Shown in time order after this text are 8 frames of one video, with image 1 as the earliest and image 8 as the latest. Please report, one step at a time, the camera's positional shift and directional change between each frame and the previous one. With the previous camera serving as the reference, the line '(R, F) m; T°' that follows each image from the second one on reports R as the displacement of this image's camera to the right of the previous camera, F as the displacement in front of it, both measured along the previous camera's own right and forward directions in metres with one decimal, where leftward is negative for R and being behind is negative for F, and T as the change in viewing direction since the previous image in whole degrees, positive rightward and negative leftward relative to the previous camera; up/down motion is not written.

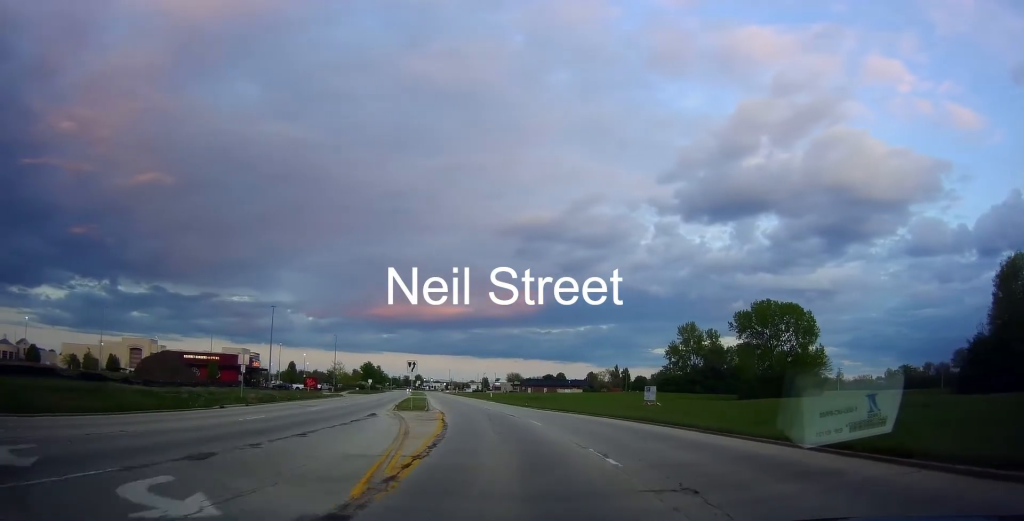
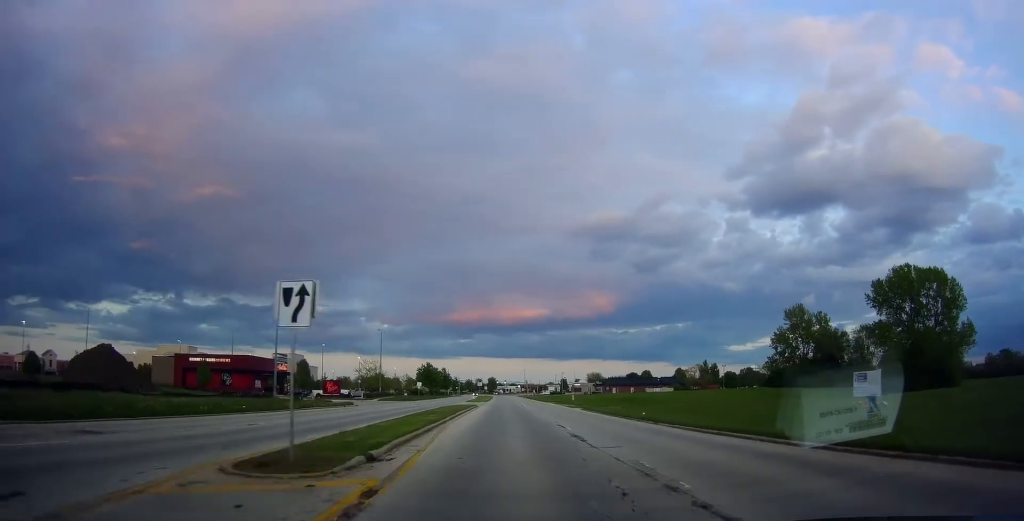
(-1.2, +27.1) m; -6°
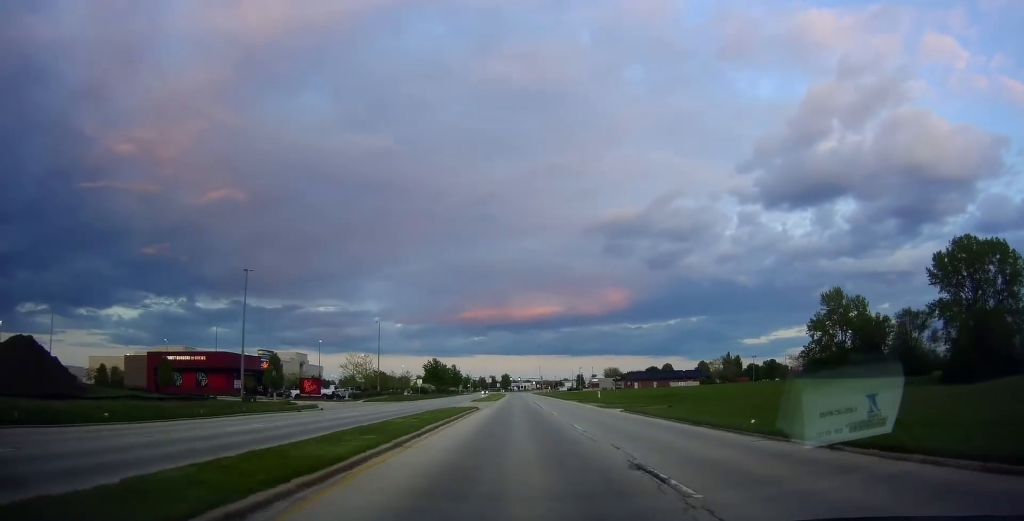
(-0.3, +14.8) m; -3°
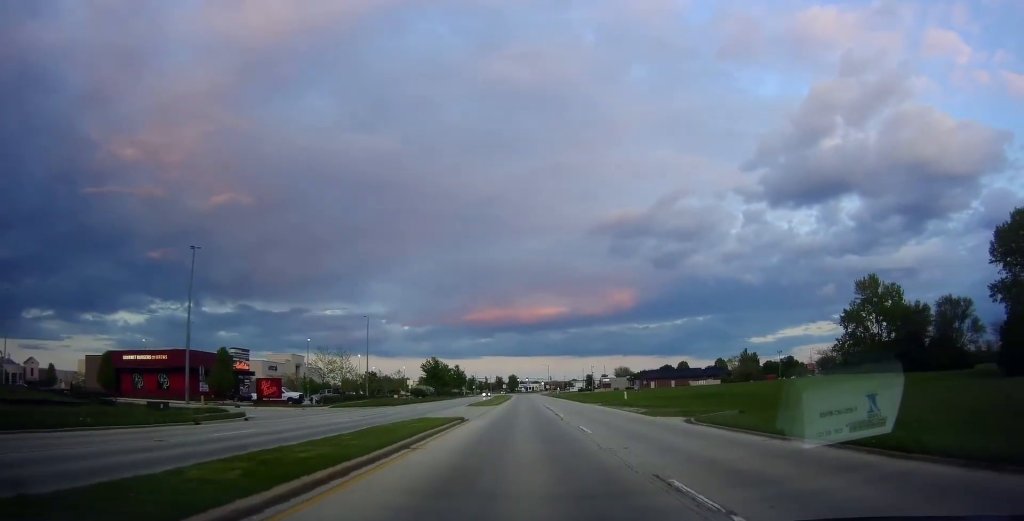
(-0.3, +13.4) m; -2°
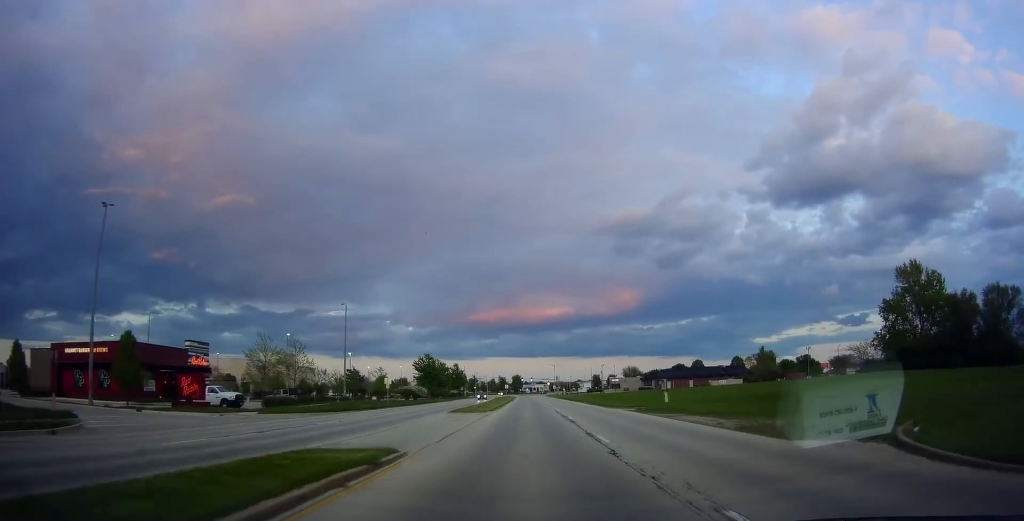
(-0.3, +15.8) m; -1°
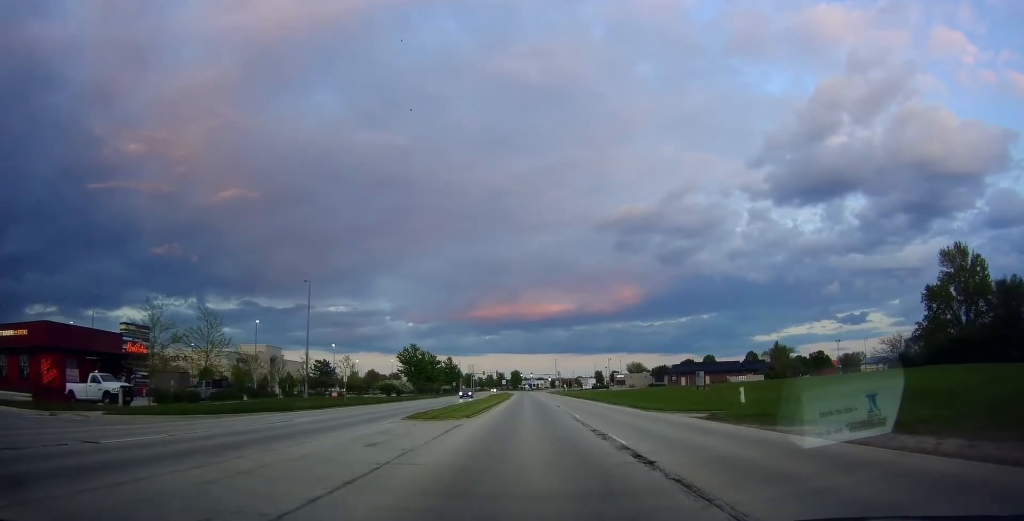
(+0.1, +15.4) m; 0°
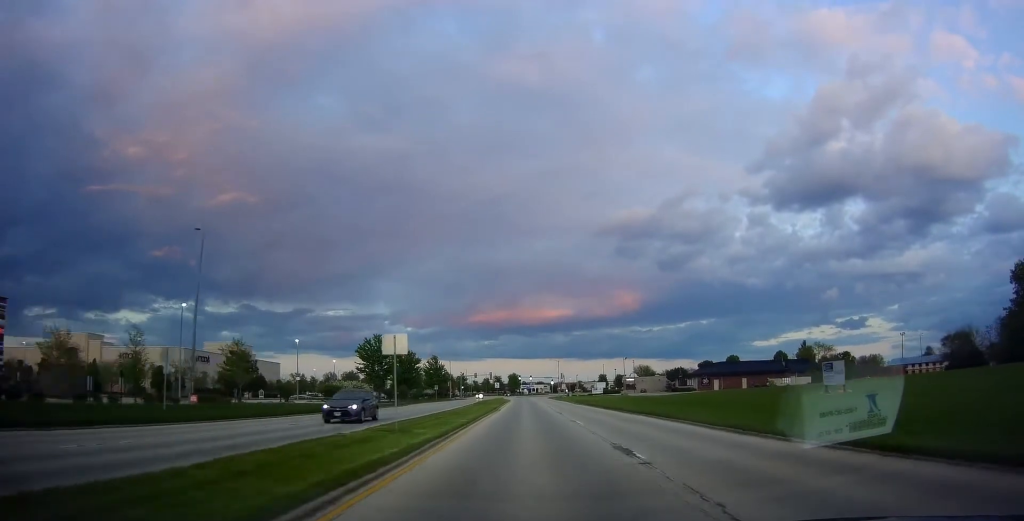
(+0.1, +27.2) m; 0°
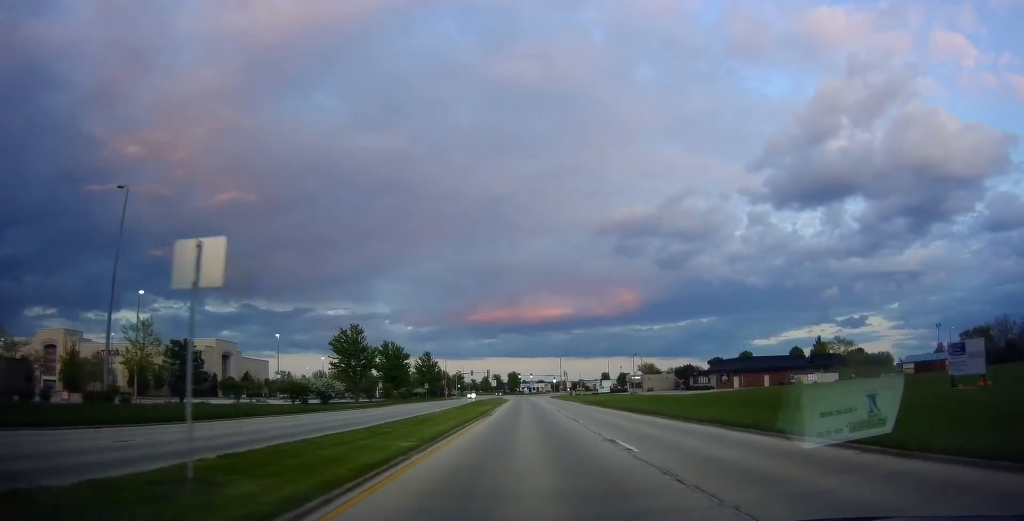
(0.0, +11.7) m; 0°
